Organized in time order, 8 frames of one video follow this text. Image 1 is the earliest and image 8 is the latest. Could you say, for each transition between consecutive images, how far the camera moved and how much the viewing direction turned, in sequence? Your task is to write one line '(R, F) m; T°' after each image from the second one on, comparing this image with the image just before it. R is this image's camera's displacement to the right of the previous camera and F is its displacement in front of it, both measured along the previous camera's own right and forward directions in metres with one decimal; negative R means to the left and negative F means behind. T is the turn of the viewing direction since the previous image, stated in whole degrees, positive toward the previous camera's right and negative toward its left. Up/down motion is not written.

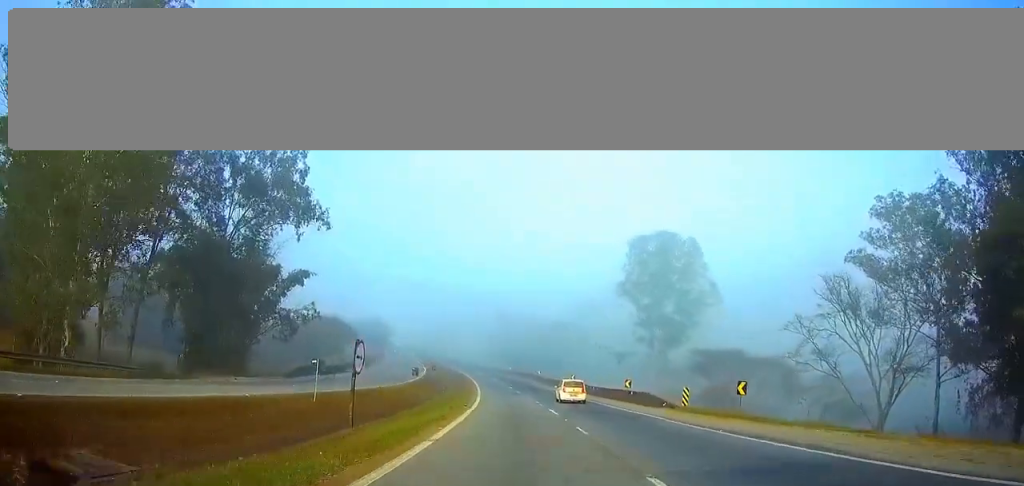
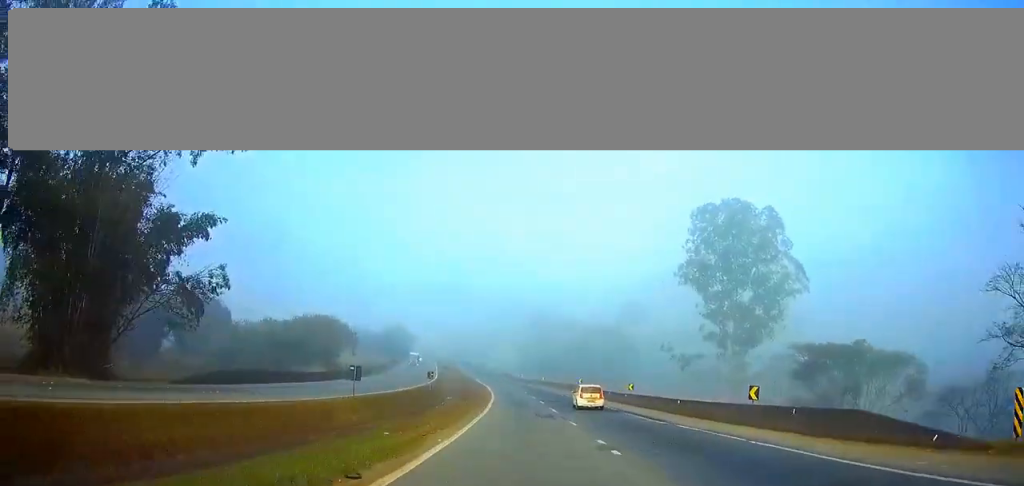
(-0.6, +25.3) m; -3°
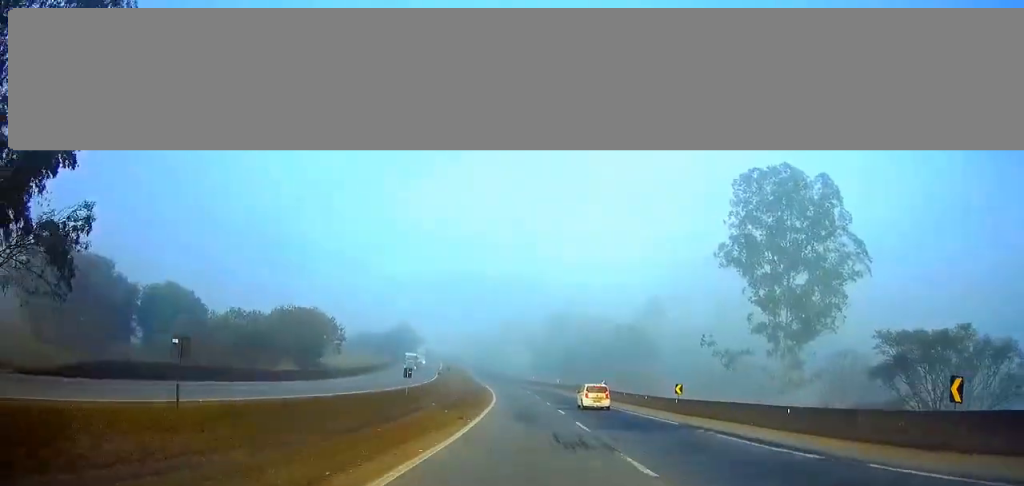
(-0.2, +15.1) m; -1°
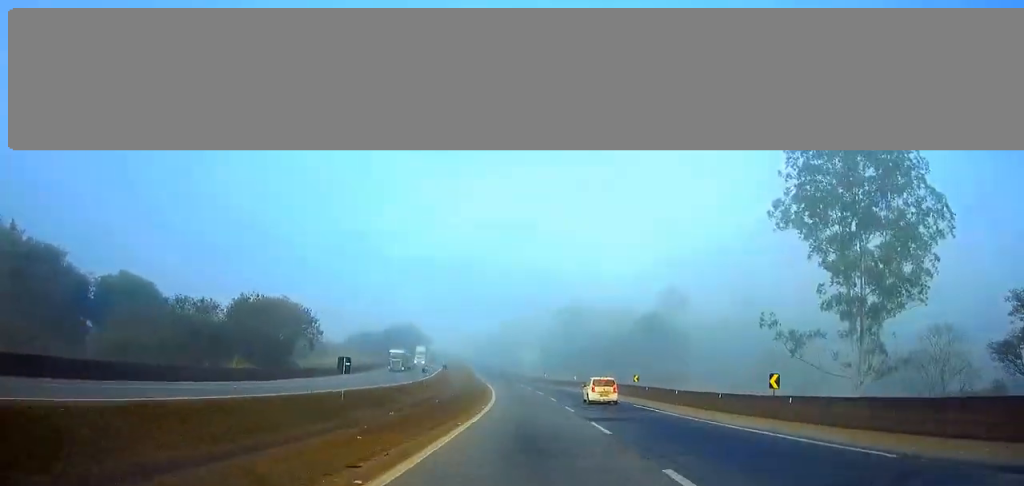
(-0.2, +16.1) m; -1°
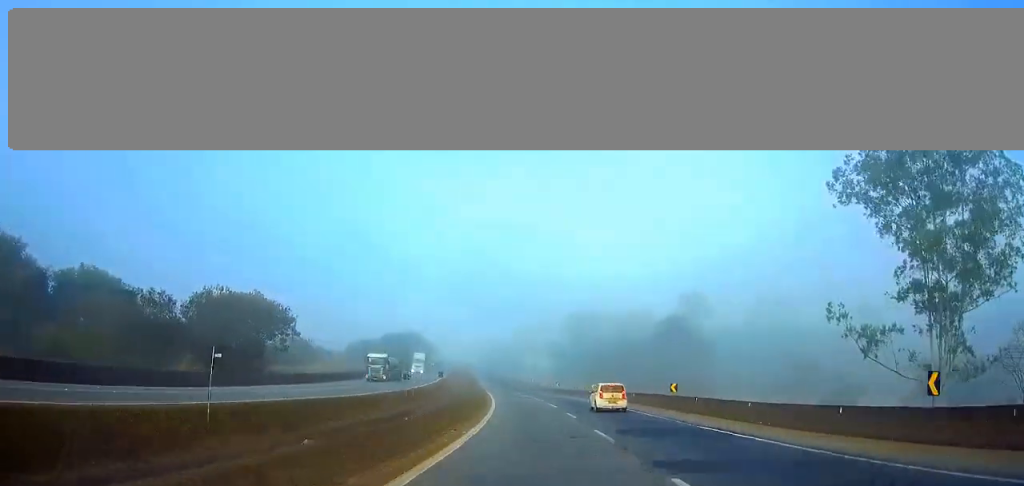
(0.0, +11.7) m; -1°
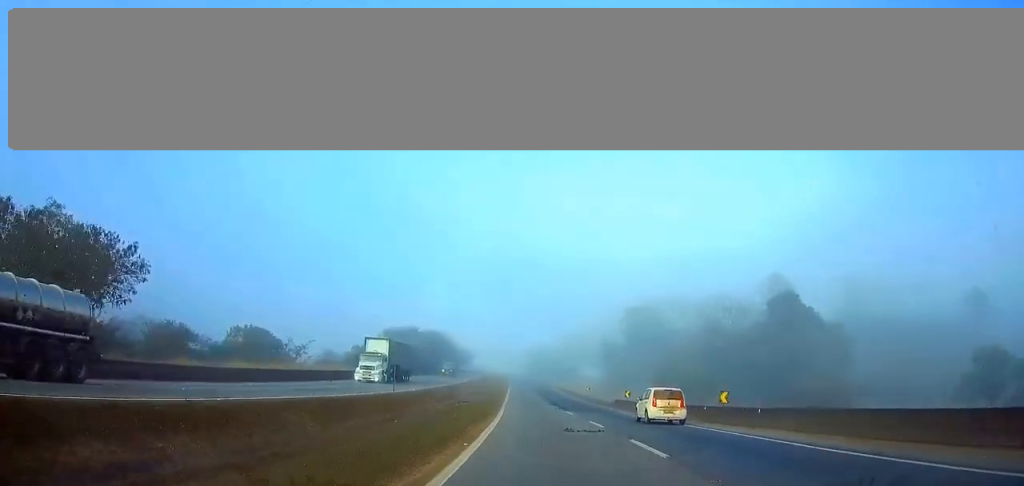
(-1.2, +39.5) m; -2°
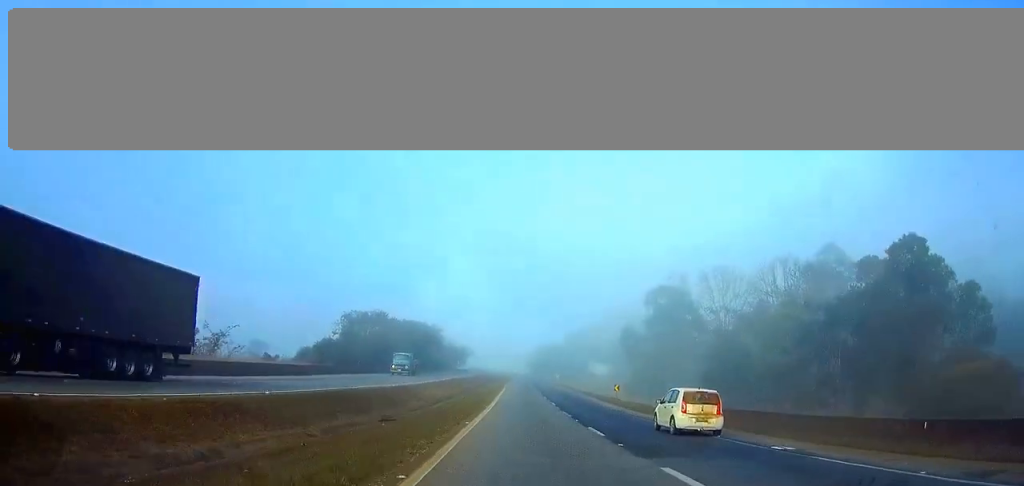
(-0.1, +28.6) m; -1°
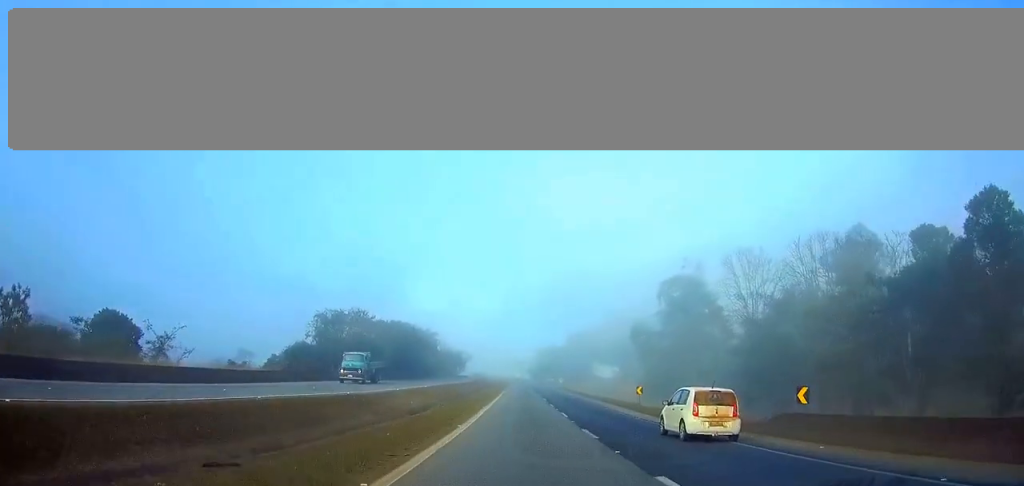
(+0.1, +12.6) m; 0°
